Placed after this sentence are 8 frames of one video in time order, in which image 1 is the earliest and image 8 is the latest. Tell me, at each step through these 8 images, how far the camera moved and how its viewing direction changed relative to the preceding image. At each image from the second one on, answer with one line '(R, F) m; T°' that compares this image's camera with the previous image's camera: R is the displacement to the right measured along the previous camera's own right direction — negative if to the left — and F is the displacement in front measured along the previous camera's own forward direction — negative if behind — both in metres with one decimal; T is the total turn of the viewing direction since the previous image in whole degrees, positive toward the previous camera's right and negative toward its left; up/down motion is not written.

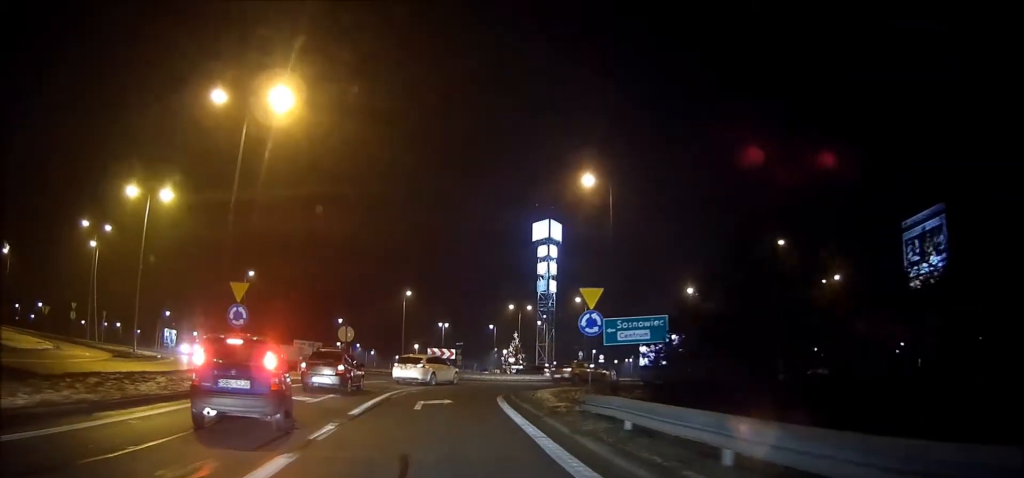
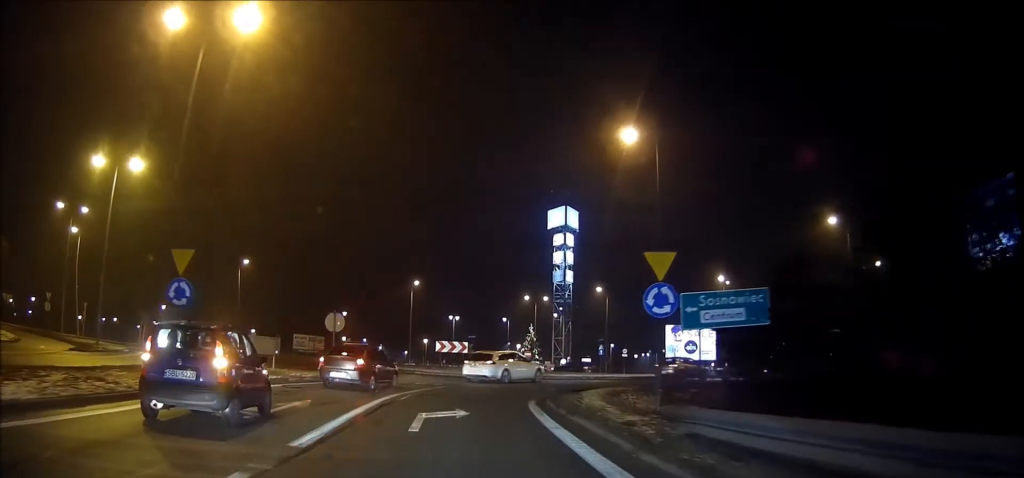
(+0.1, +5.4) m; +2°
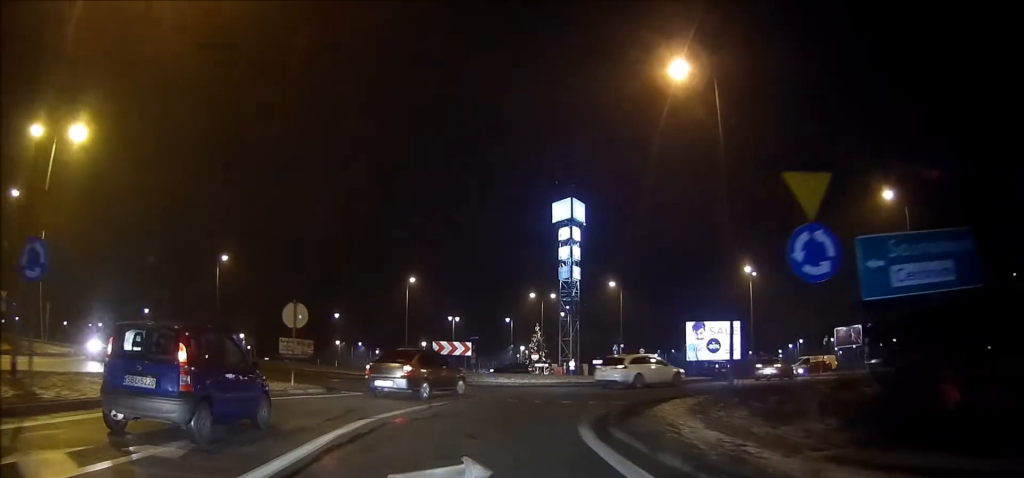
(+0.1, +6.9) m; +1°
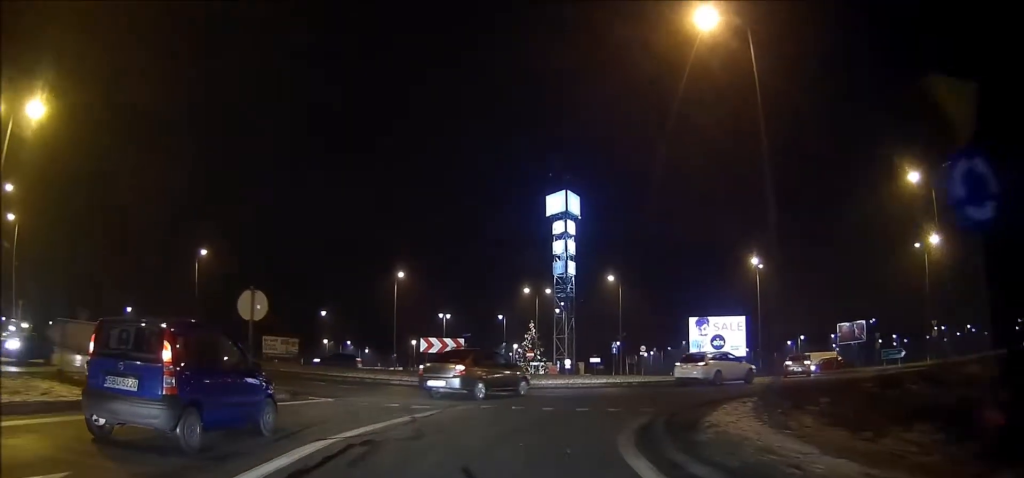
(0.0, +3.8) m; +1°
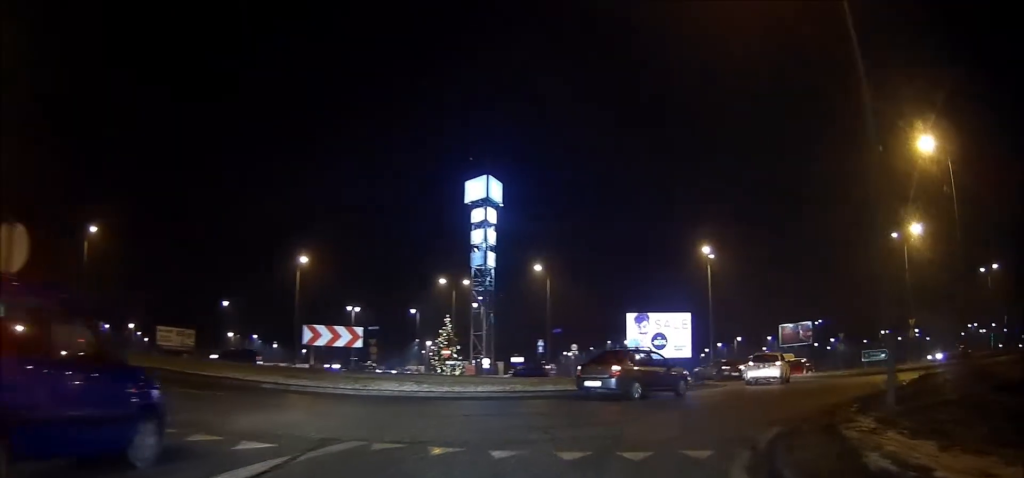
(+0.4, +7.4) m; +8°
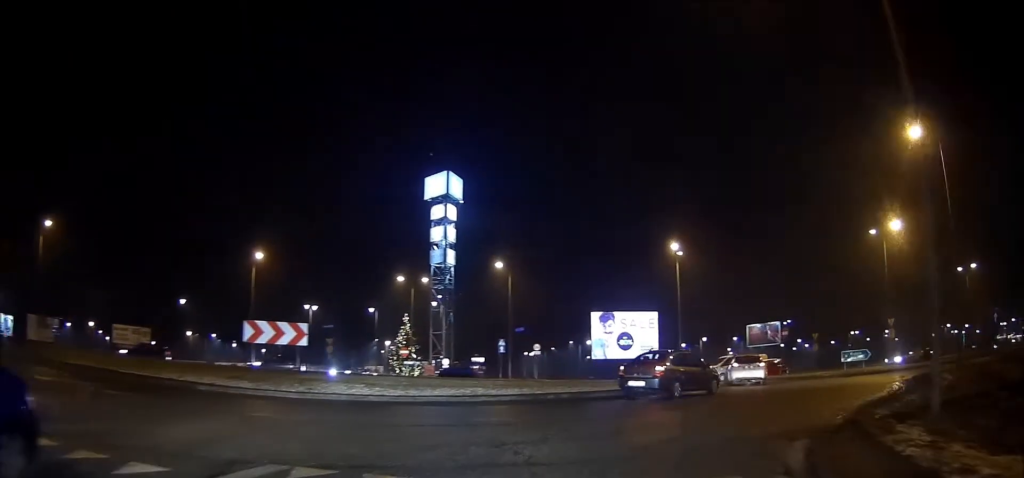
(+0.1, +1.6) m; +3°
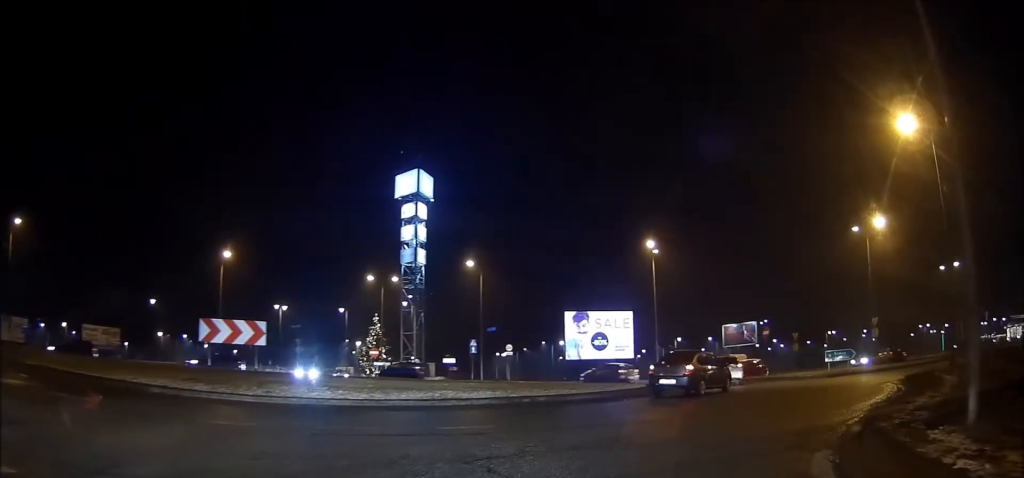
(0.0, +1.2) m; +3°
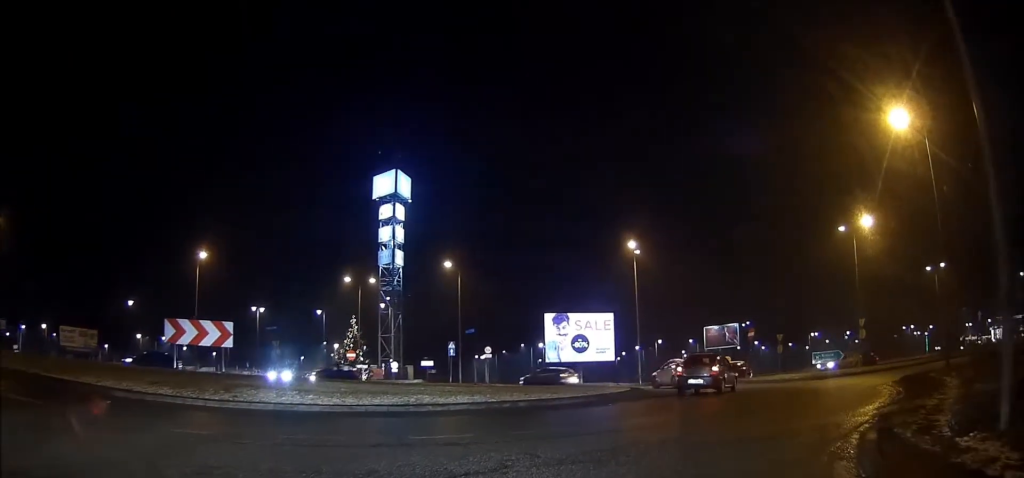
(0.0, +1.3) m; +7°
